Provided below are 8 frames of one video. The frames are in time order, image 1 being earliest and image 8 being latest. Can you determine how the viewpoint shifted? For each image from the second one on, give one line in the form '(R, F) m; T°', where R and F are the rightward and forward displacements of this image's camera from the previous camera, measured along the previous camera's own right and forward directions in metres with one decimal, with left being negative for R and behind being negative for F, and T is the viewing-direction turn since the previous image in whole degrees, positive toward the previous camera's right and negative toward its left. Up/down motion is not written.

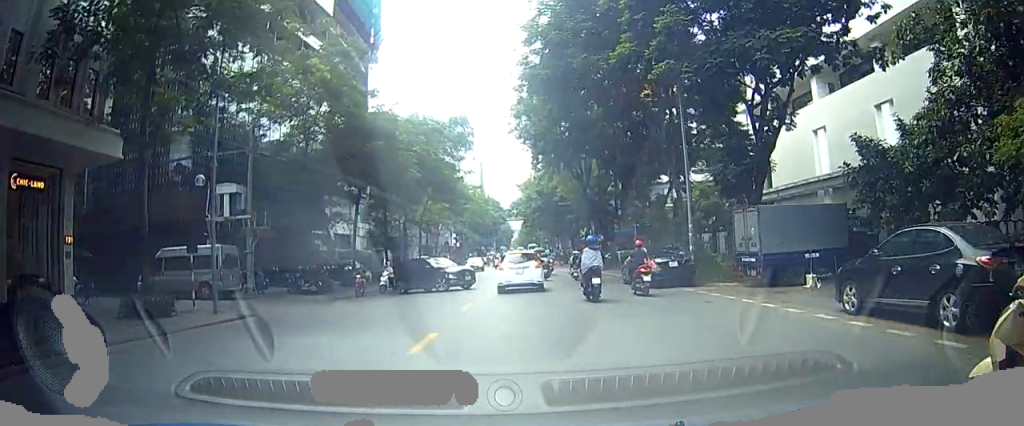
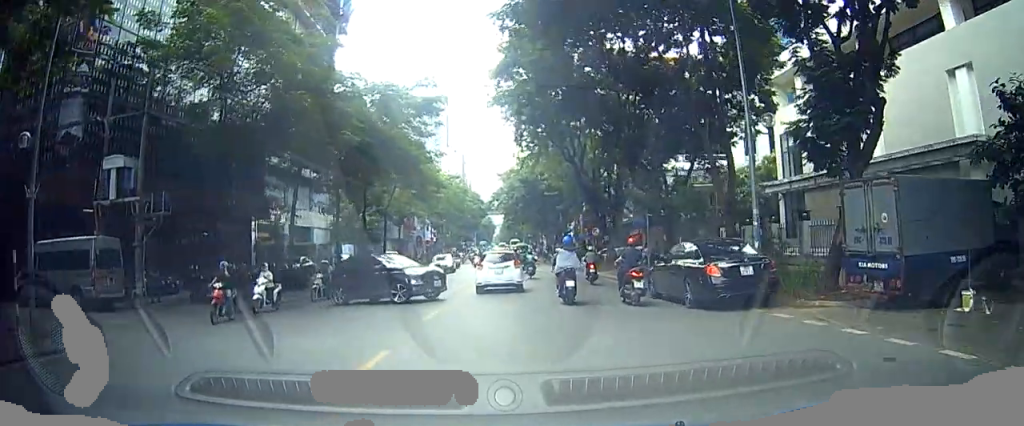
(-0.1, +6.6) m; -2°
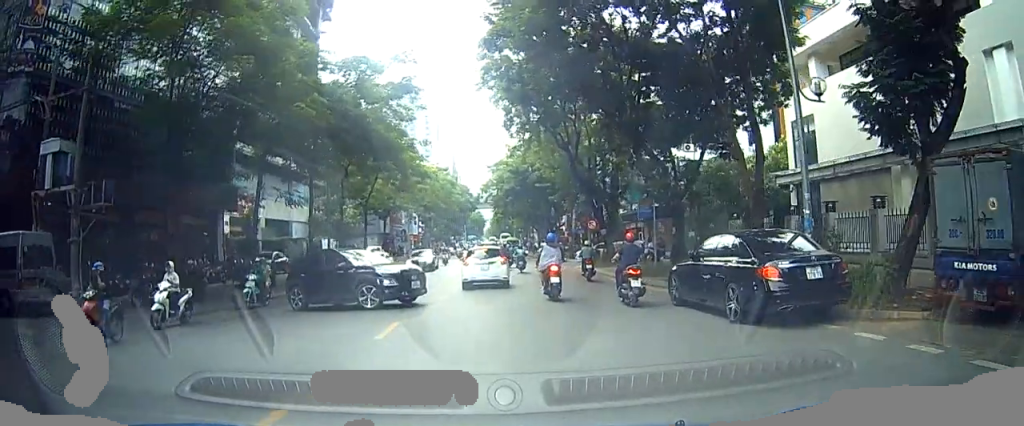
(-0.1, +2.8) m; -1°
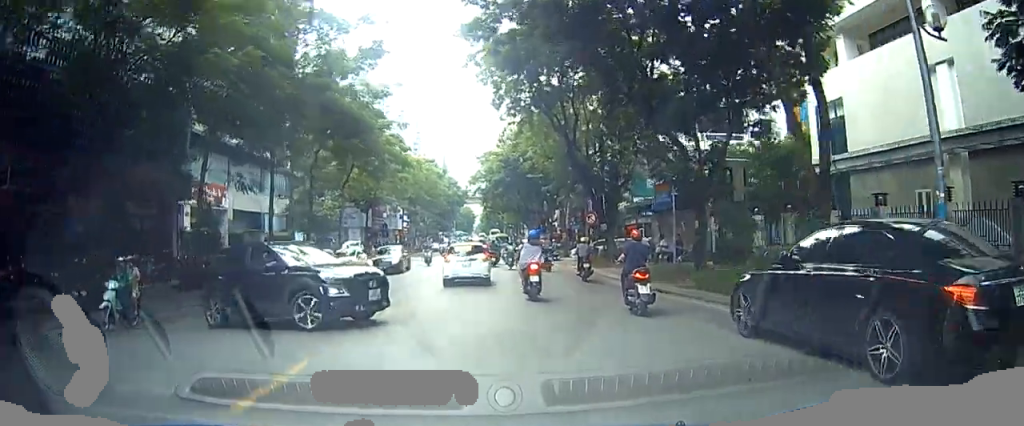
(0.0, +3.6) m; -1°
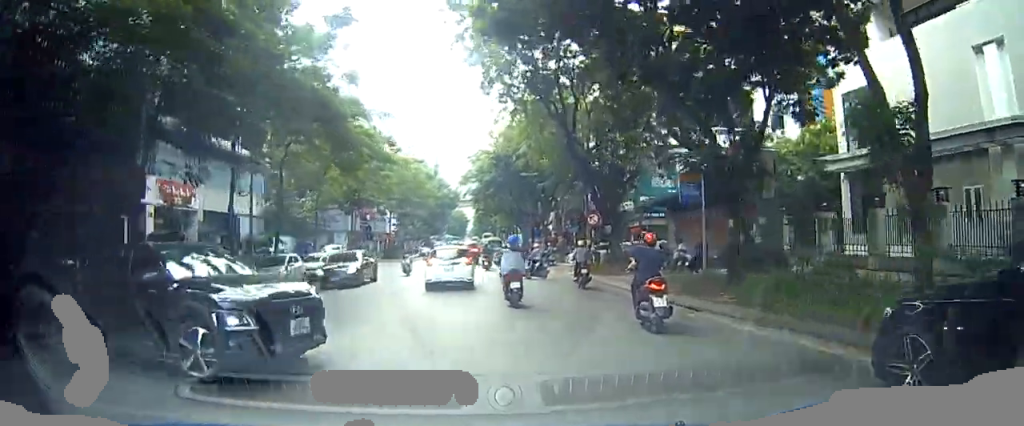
(0.0, +3.1) m; 0°
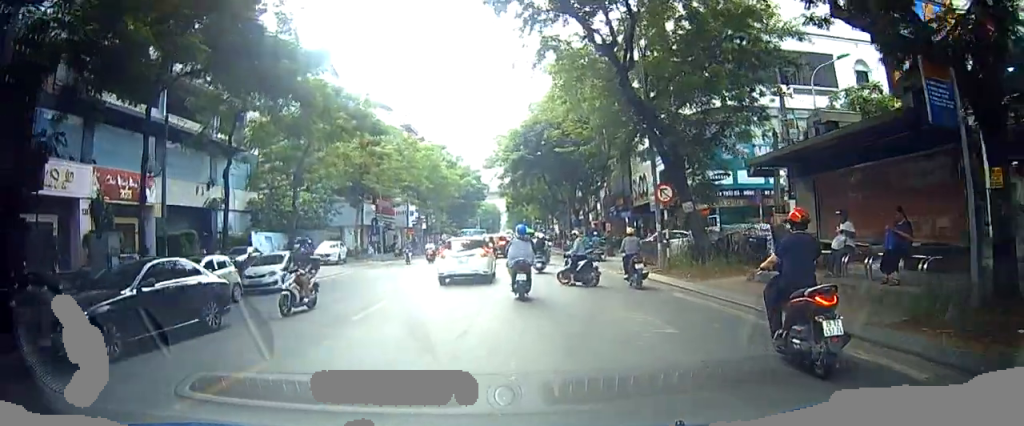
(0.0, +7.6) m; 0°
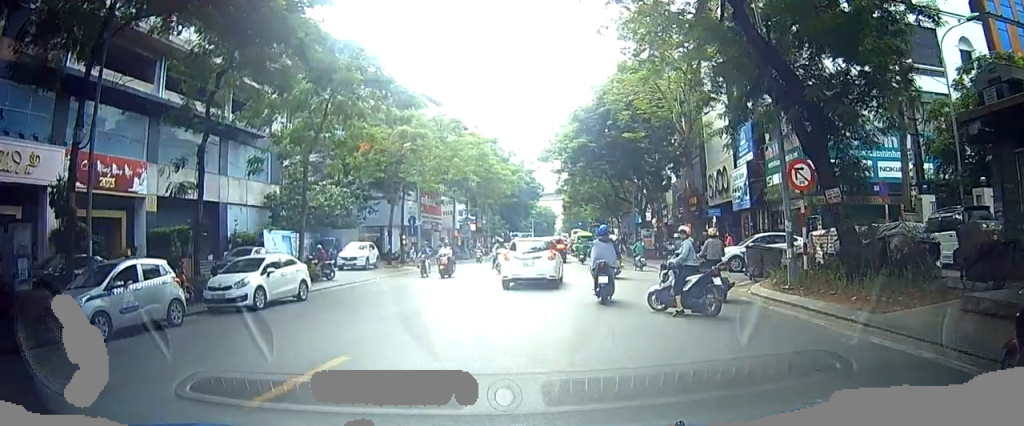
(0.0, +6.7) m; 0°
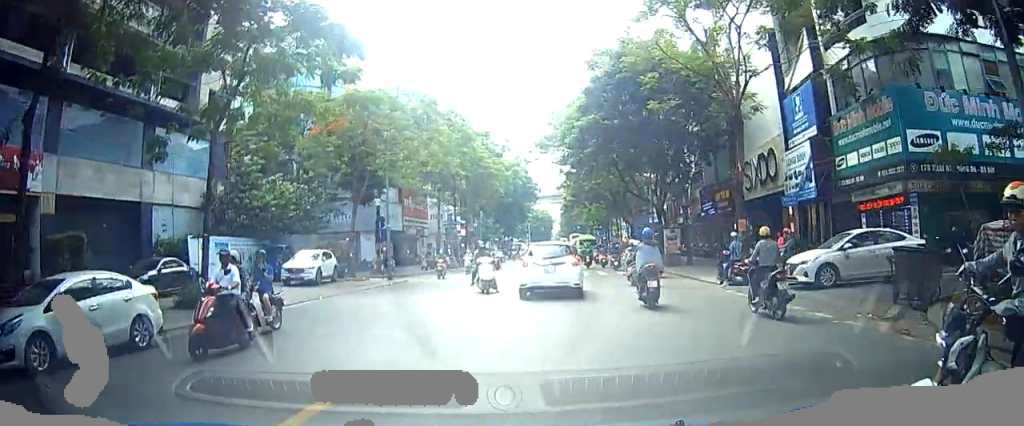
(0.0, +8.5) m; +1°
